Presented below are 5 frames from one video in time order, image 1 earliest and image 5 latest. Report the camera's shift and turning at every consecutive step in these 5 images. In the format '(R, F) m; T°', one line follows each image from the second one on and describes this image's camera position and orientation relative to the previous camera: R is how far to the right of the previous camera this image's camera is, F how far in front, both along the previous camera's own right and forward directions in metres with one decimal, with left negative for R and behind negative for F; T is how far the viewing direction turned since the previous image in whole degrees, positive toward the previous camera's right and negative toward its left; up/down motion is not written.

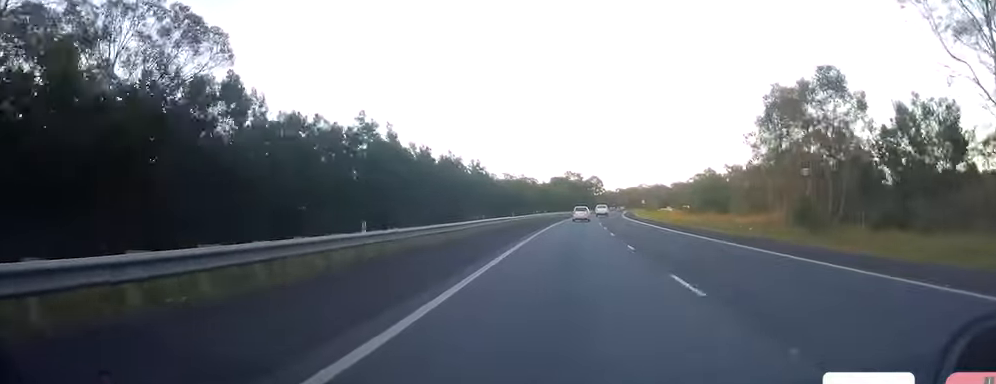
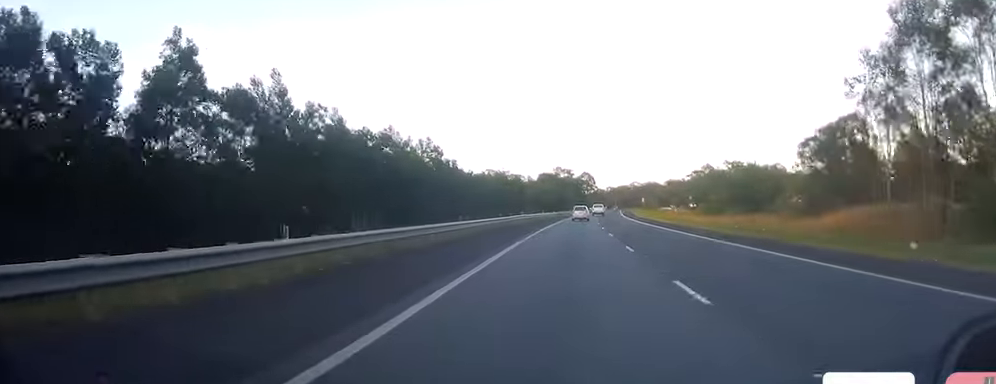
(+0.1, +24.9) m; 0°
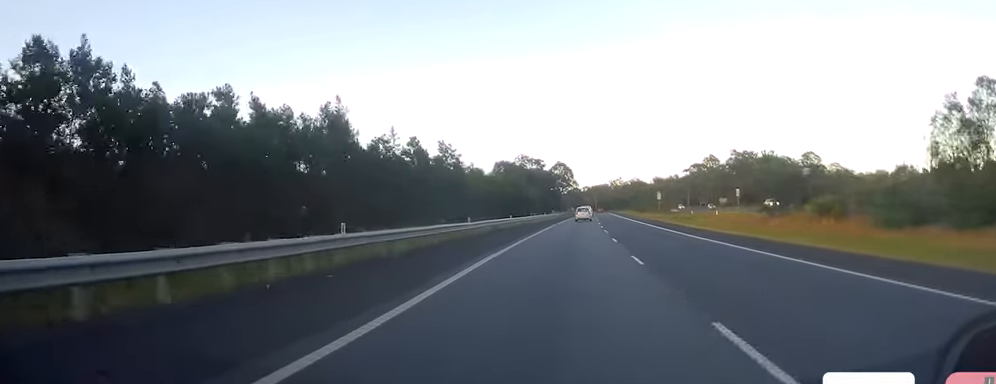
(+1.1, +75.8) m; +2°
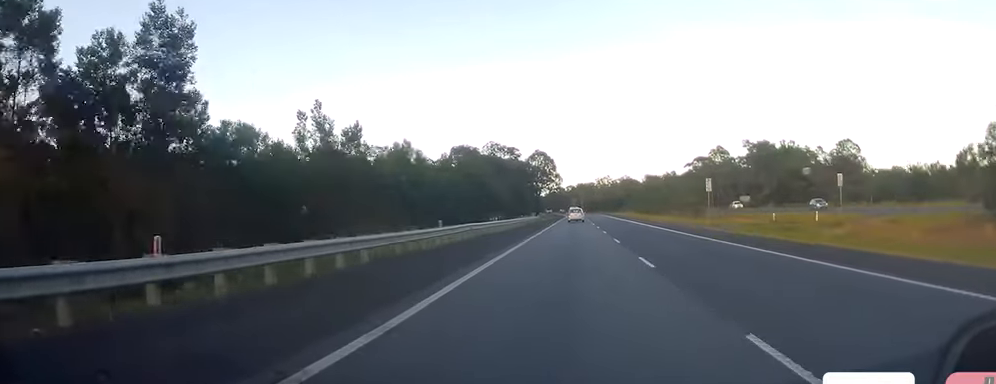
(-0.1, +48.3) m; +1°
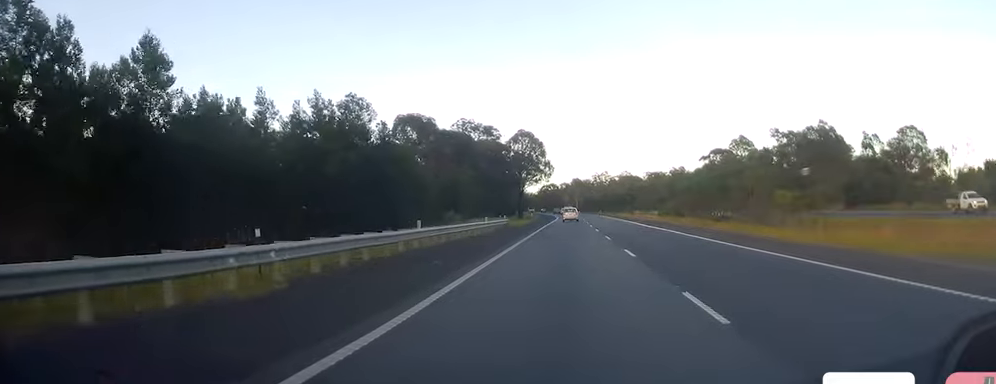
(+0.8, +43.5) m; +1°
